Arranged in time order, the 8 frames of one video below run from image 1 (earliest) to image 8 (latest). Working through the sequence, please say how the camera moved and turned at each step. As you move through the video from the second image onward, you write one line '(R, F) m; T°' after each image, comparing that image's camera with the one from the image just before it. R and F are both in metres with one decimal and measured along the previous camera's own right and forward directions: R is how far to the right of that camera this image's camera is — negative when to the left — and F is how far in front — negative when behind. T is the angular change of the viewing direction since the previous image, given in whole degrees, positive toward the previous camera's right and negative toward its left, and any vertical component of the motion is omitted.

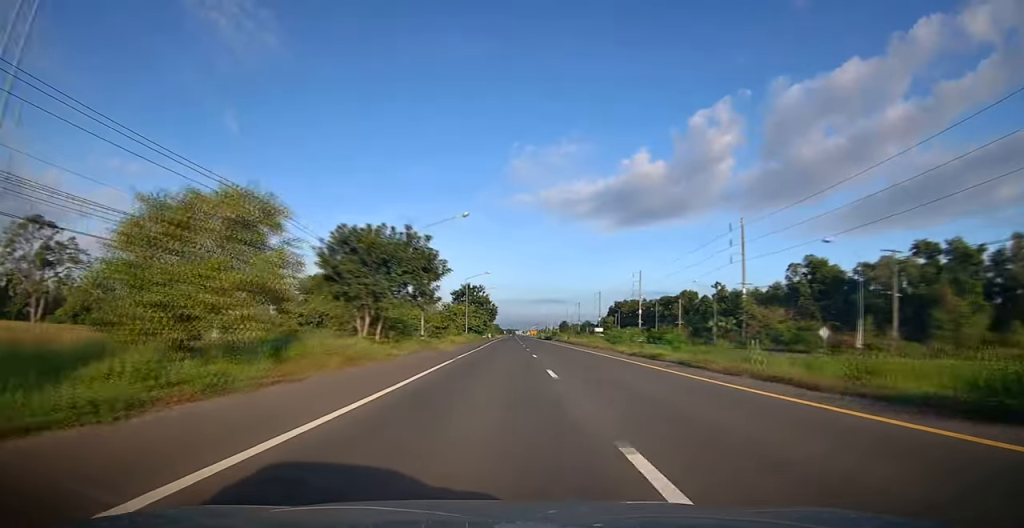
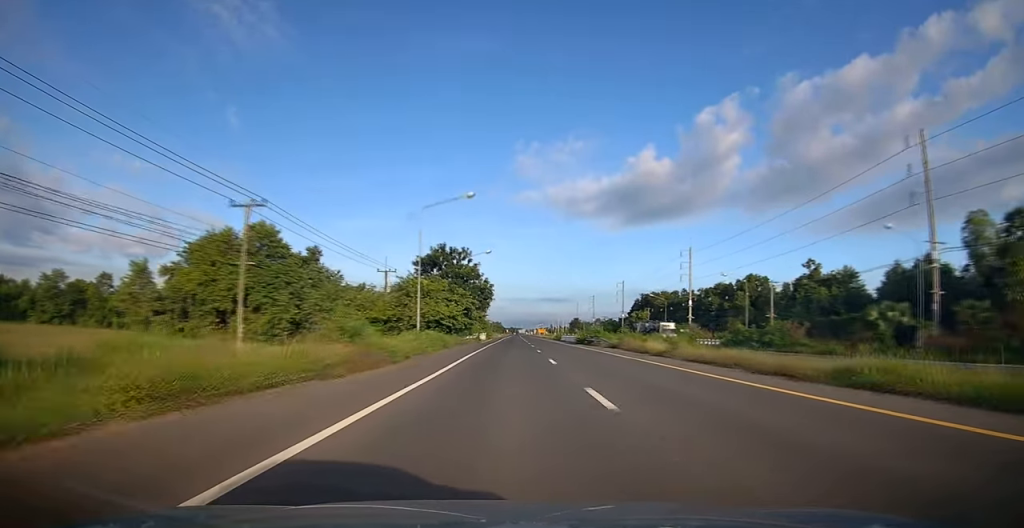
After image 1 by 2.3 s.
(-0.7, +42.3) m; -1°
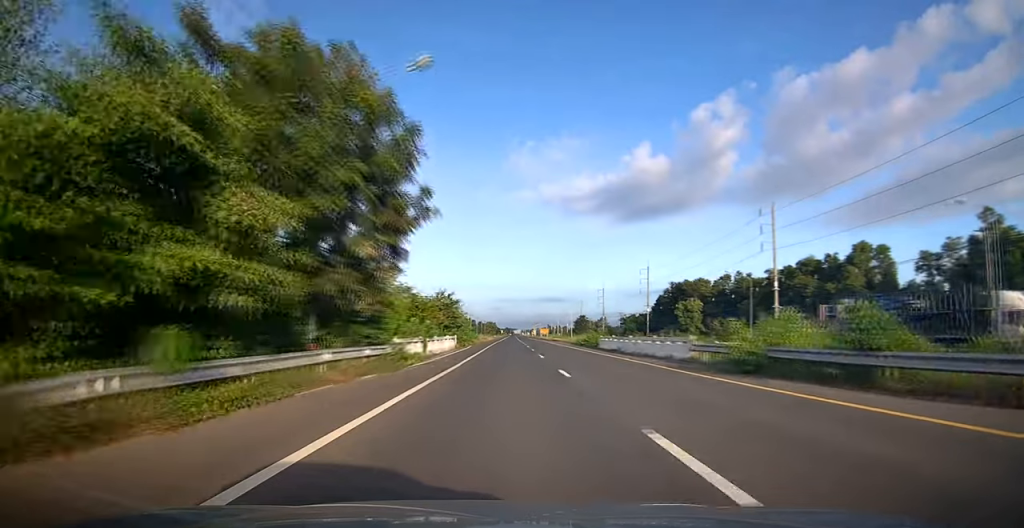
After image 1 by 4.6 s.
(+0.4, +41.9) m; +1°
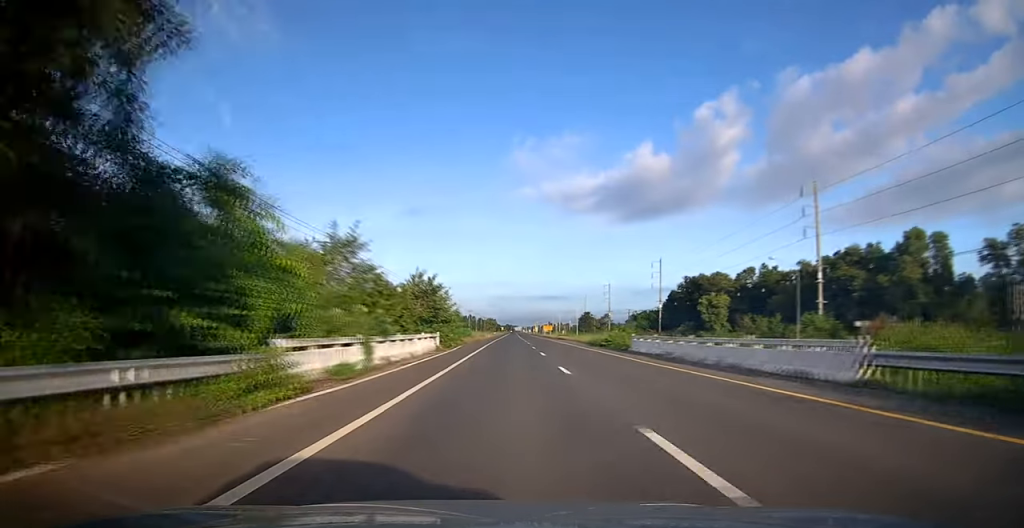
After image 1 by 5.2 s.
(+0.1, +11.7) m; 0°
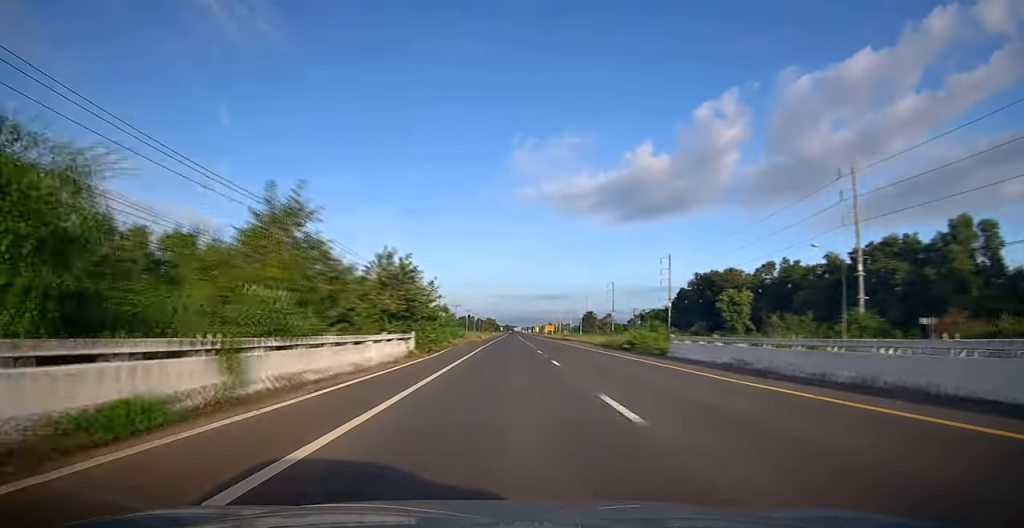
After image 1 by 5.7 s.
(+0.1, +8.7) m; 0°
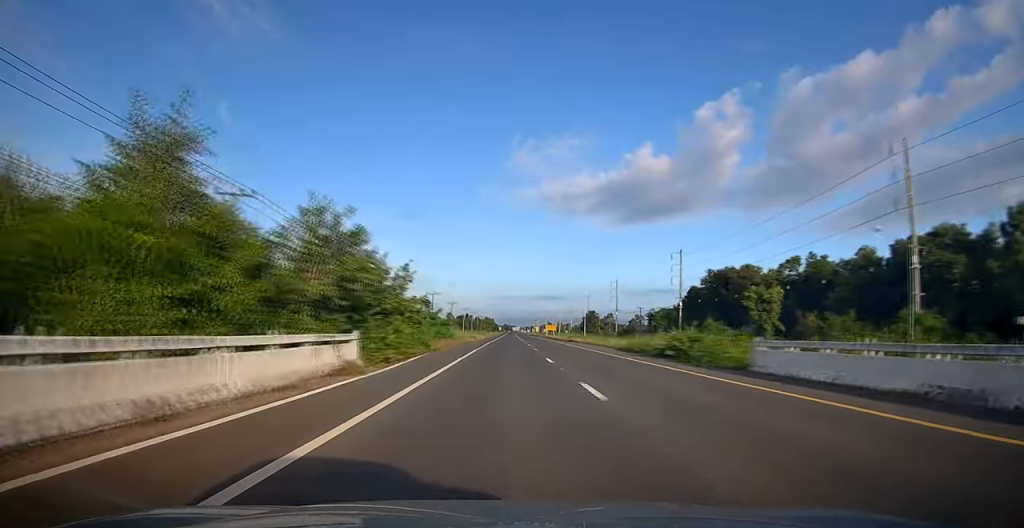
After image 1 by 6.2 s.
(-0.2, +9.5) m; 0°
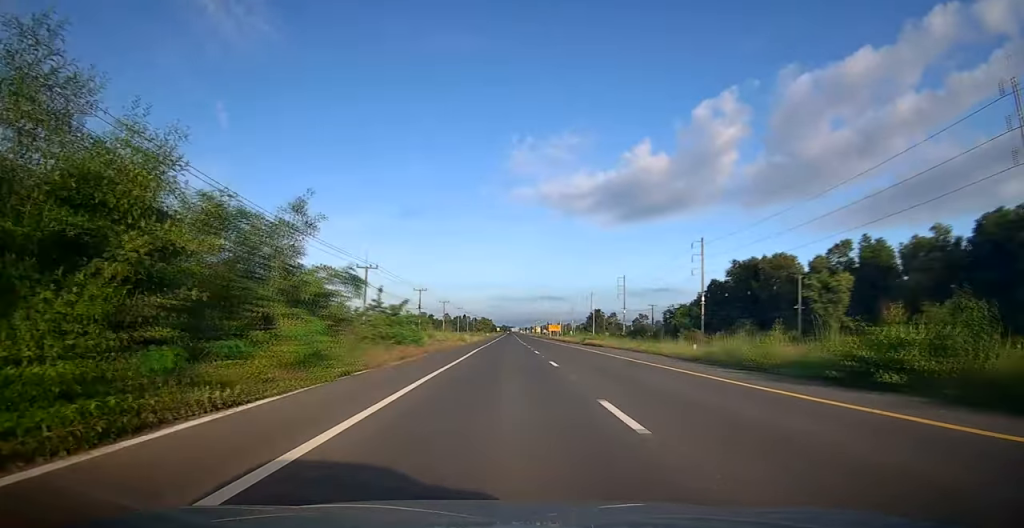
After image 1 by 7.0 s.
(0.0, +15.3) m; +1°
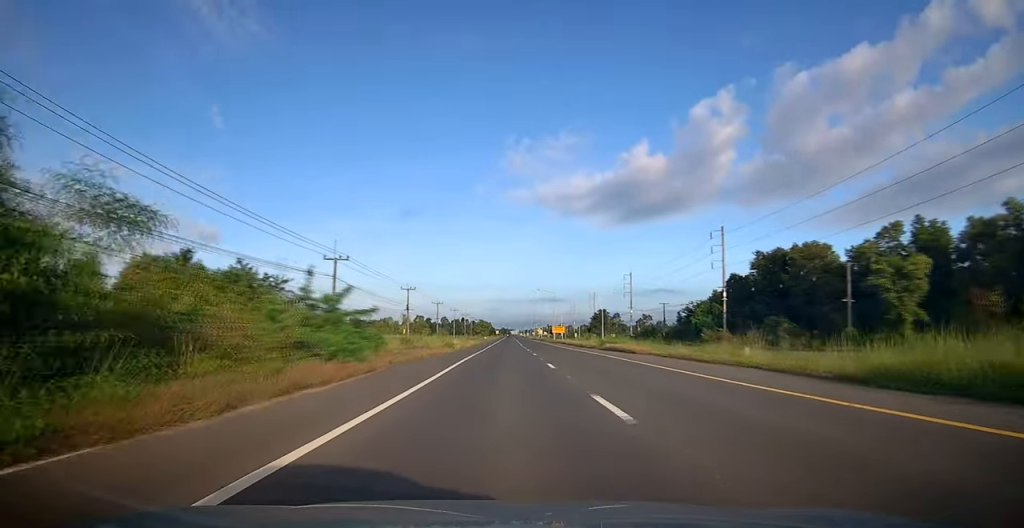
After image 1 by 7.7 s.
(+0.3, +11.6) m; +1°
